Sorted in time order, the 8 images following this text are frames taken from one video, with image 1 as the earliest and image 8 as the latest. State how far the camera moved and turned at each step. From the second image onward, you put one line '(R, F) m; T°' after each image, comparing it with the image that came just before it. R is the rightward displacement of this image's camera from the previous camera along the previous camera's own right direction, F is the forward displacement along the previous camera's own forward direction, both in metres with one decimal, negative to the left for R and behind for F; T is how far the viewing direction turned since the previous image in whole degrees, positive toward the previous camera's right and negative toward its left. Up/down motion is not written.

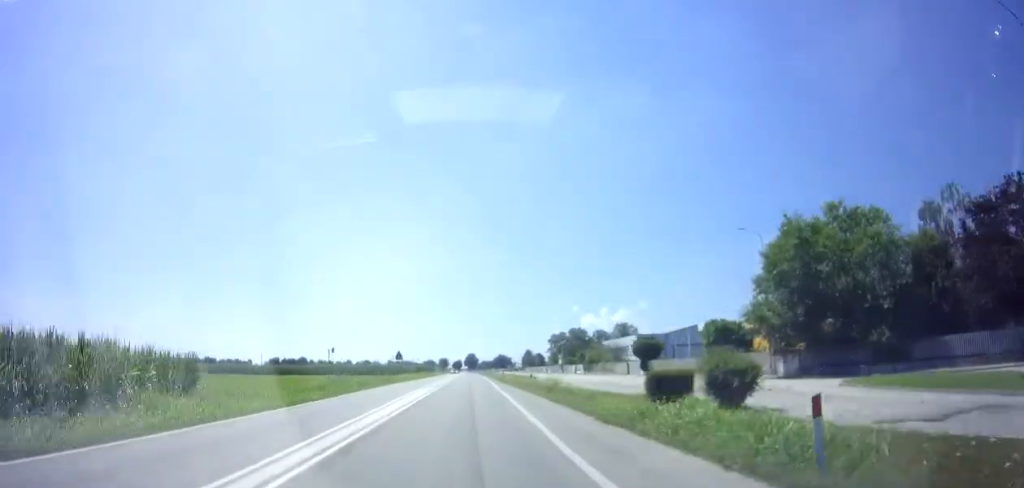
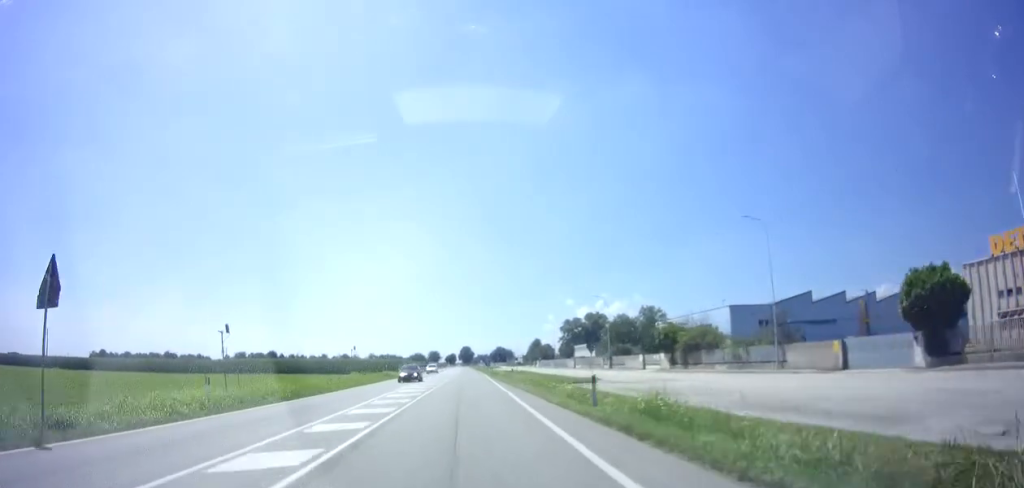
(0.0, +48.2) m; 0°
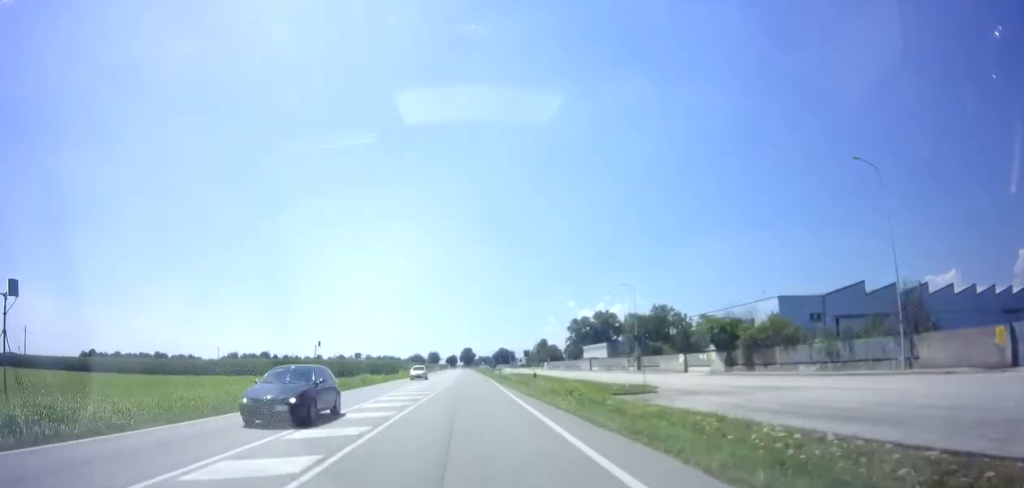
(0.0, +12.7) m; 0°
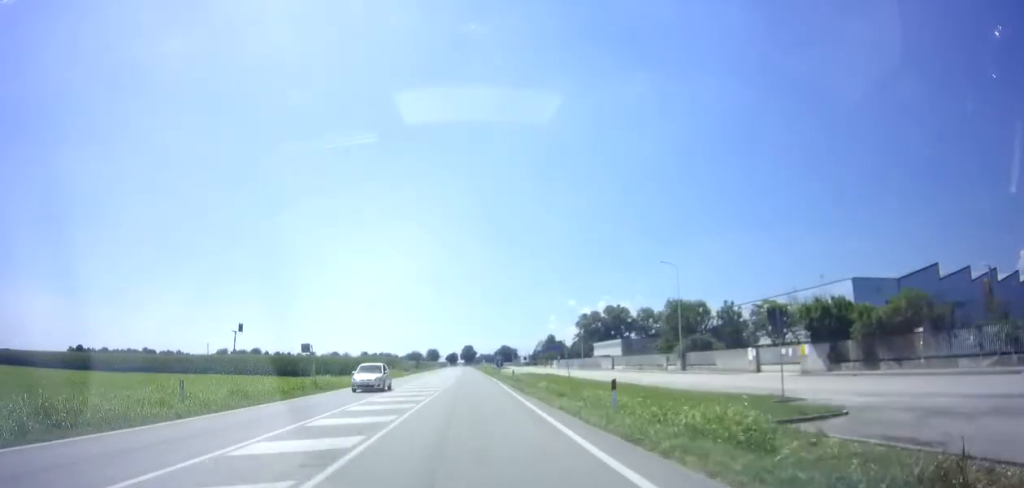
(0.0, +14.1) m; 0°
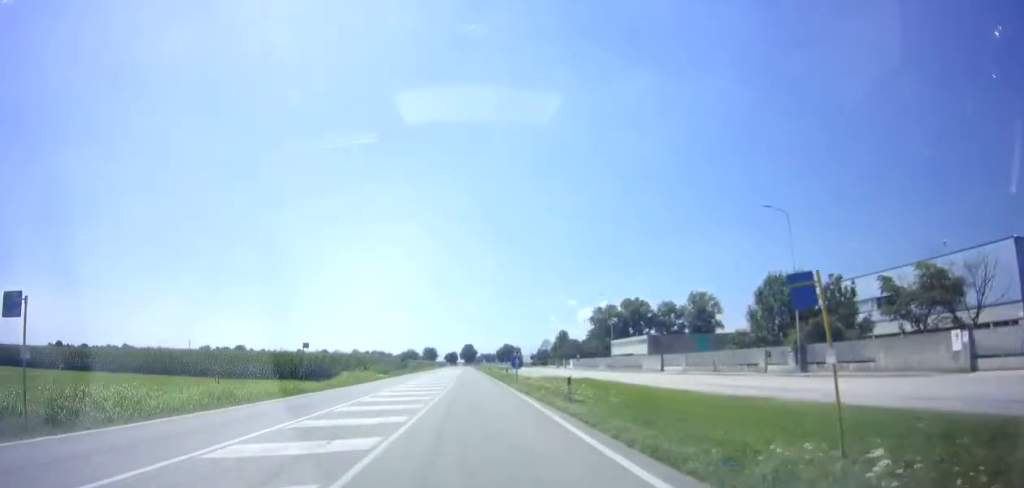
(+0.2, +20.6) m; 0°
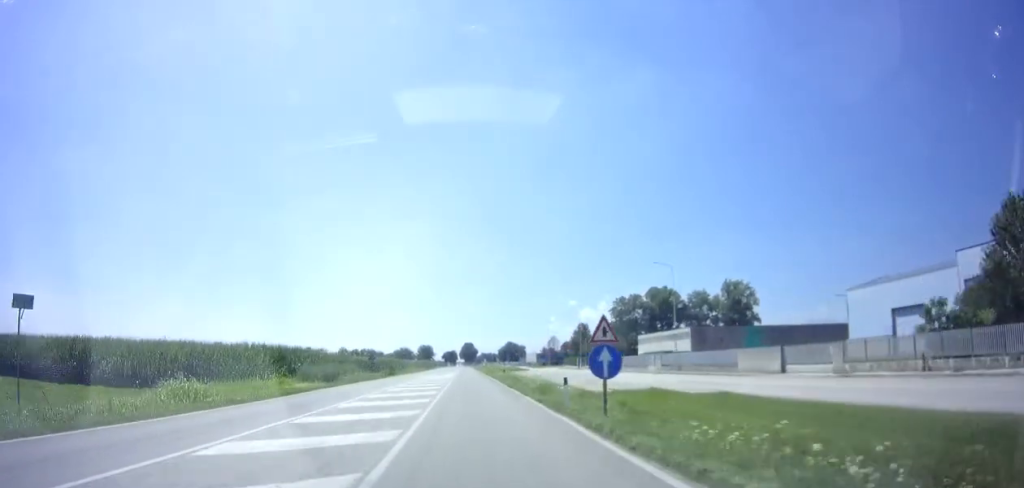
(-0.4, +25.0) m; 0°
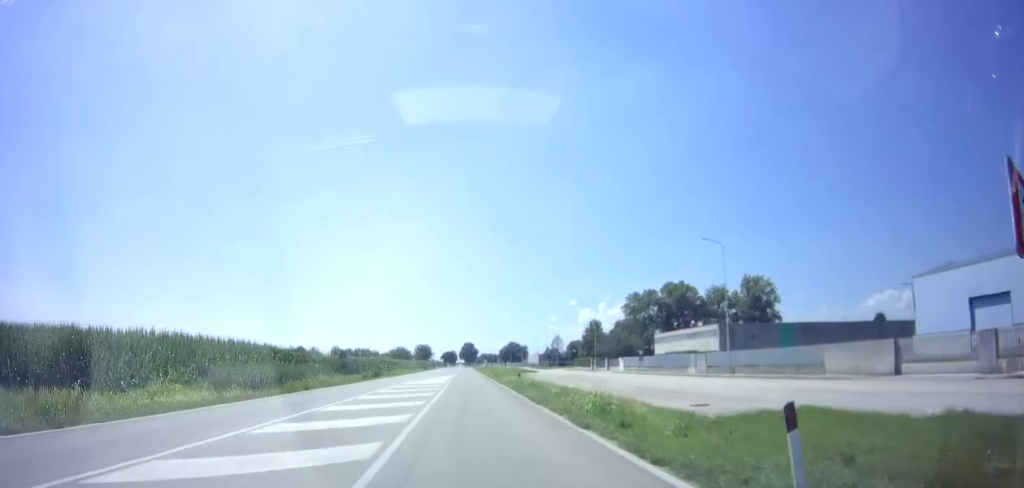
(+0.2, +11.5) m; 0°
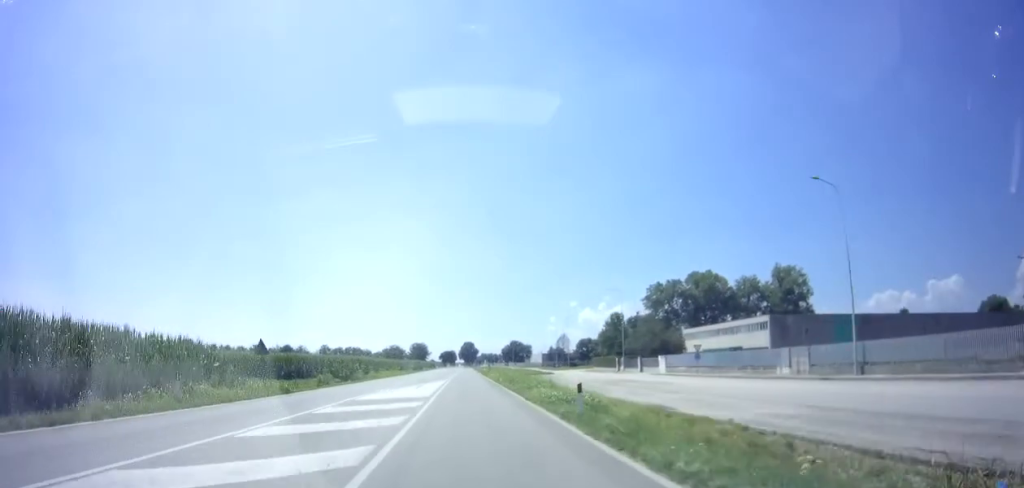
(+0.1, +15.9) m; 0°
